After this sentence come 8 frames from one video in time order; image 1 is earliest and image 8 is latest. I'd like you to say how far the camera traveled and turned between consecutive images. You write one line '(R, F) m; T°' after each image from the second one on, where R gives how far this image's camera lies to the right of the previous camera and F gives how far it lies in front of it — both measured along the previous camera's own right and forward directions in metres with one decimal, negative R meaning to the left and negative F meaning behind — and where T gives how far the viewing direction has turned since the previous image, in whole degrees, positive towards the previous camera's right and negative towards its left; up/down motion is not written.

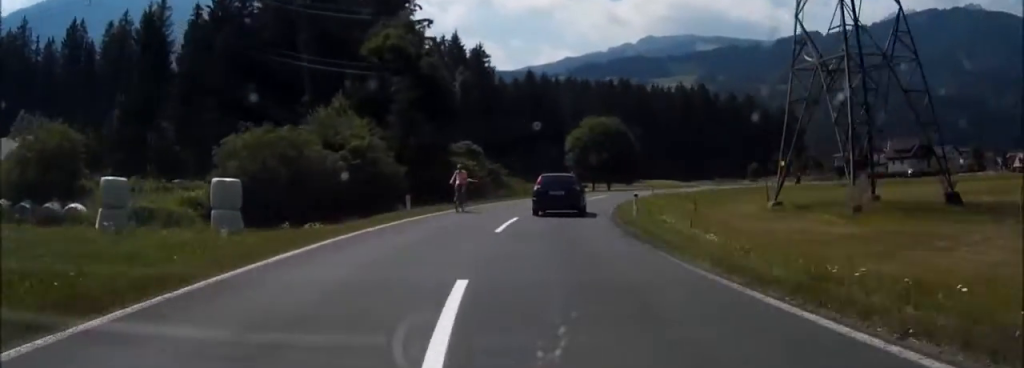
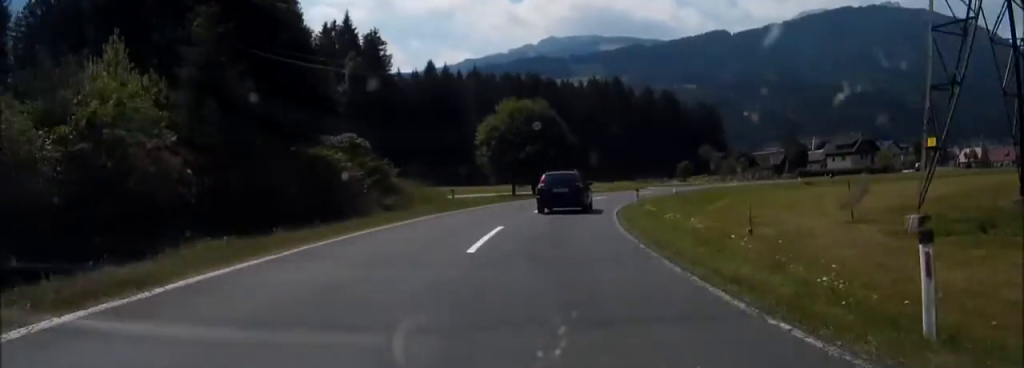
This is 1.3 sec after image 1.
(+0.3, +20.3) m; +7°
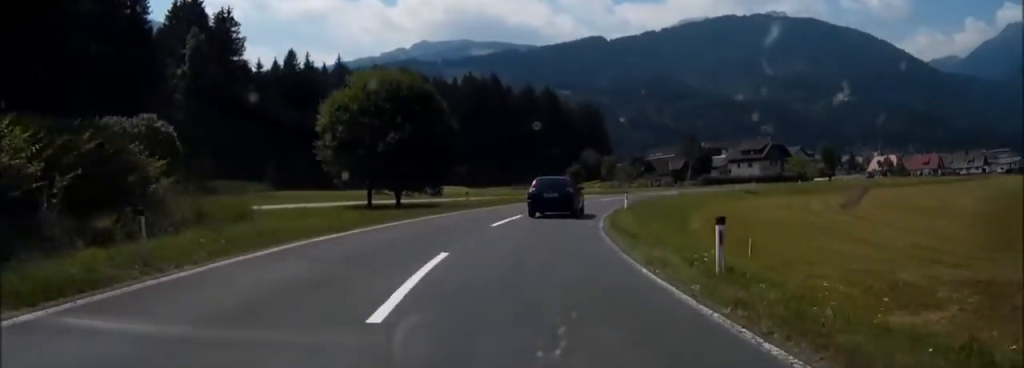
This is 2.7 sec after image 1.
(+1.9, +21.0) m; +9°
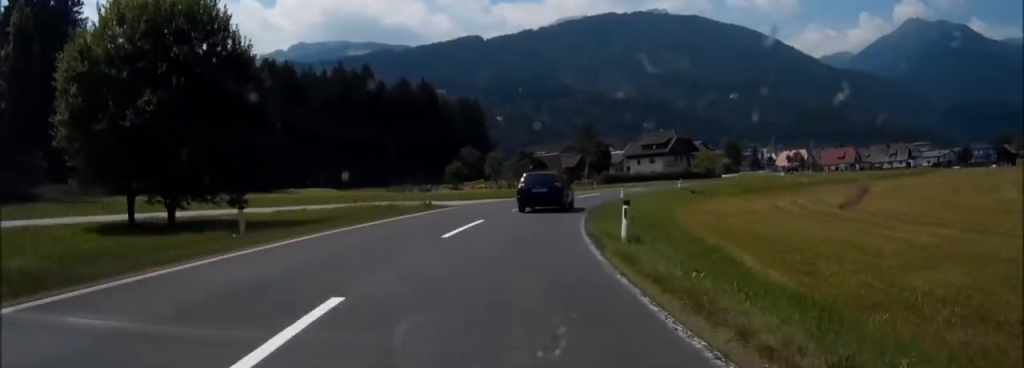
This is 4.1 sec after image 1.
(+1.8, +19.8) m; +11°
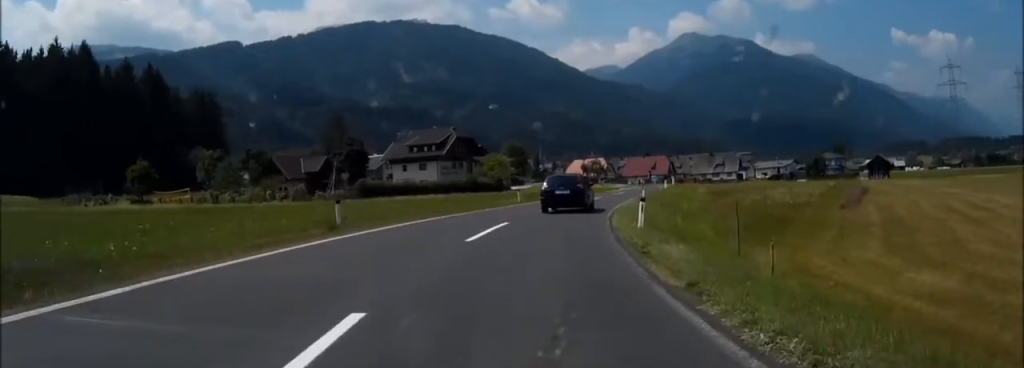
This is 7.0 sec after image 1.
(+9.4, +41.8) m; +20°
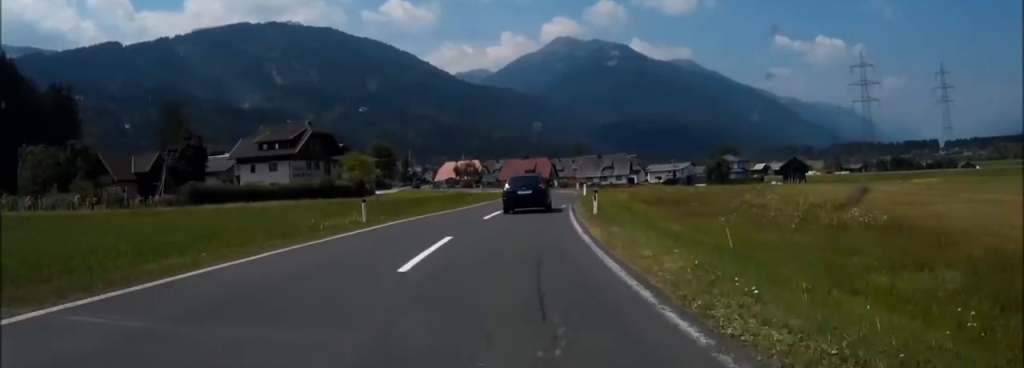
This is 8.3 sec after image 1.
(+0.3, +18.6) m; +1°
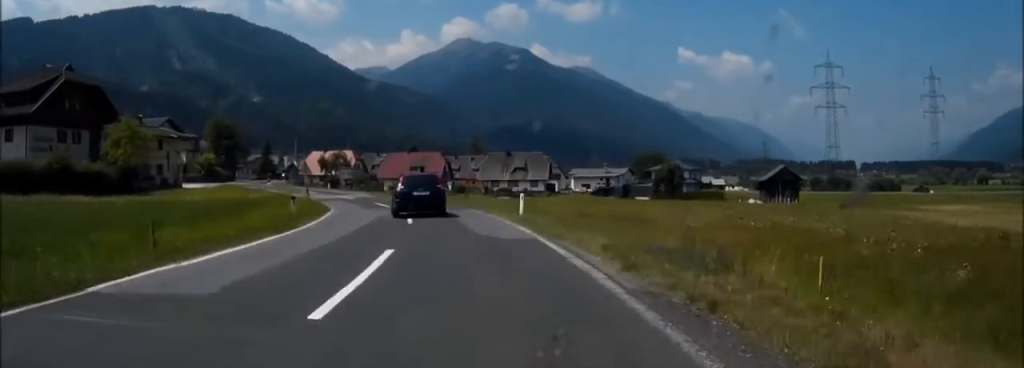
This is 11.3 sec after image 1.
(0.0, +44.6) m; 0°
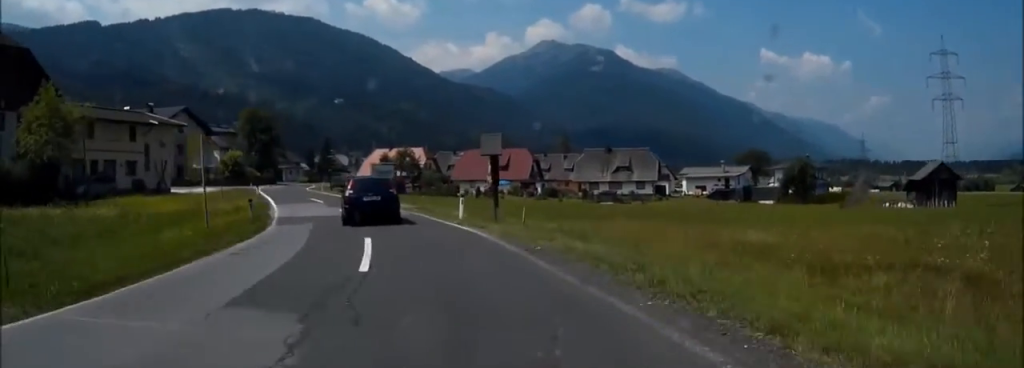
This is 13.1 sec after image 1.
(0.0, +24.8) m; 0°
